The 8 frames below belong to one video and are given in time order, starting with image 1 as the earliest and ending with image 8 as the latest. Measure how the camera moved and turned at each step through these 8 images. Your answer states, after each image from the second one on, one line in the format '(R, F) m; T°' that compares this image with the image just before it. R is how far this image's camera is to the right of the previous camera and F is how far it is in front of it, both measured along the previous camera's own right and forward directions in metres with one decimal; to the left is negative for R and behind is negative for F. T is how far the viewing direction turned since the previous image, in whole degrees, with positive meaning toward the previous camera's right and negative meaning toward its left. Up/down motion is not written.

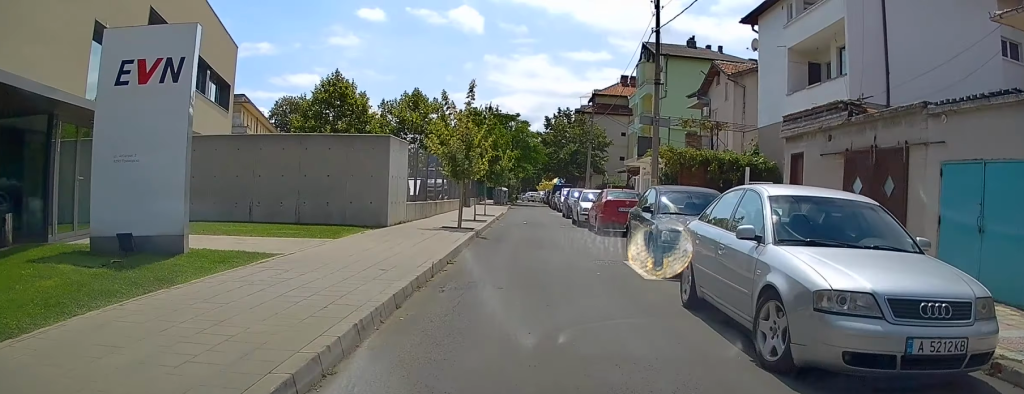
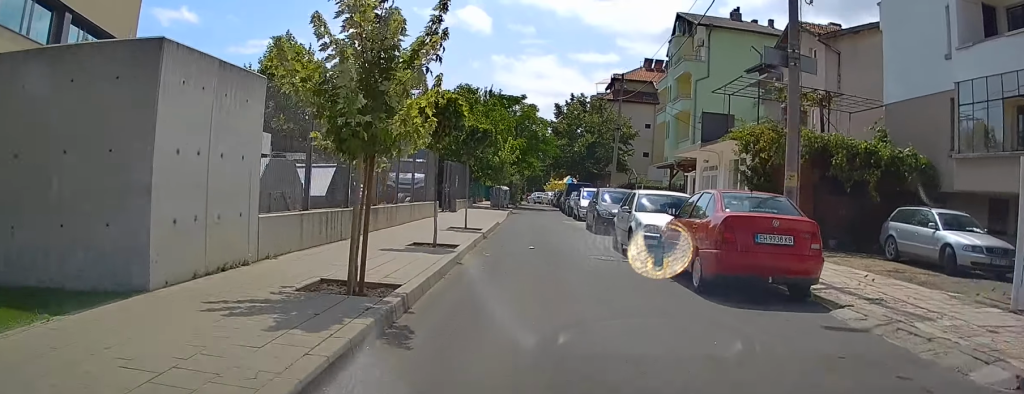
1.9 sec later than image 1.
(0.0, +11.9) m; 0°
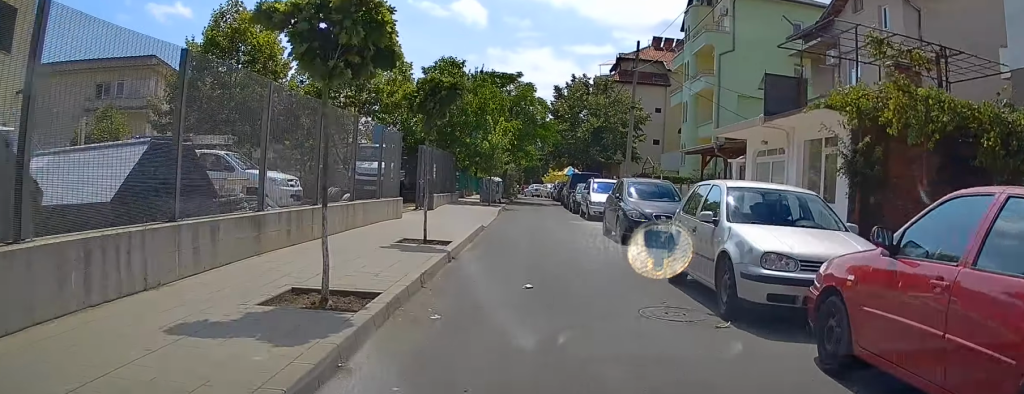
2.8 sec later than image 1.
(0.0, +6.8) m; -1°
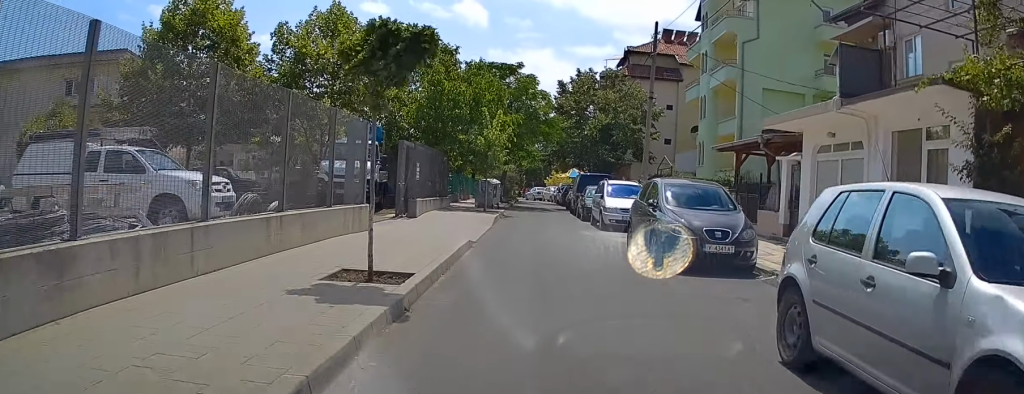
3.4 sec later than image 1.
(0.0, +4.4) m; -1°
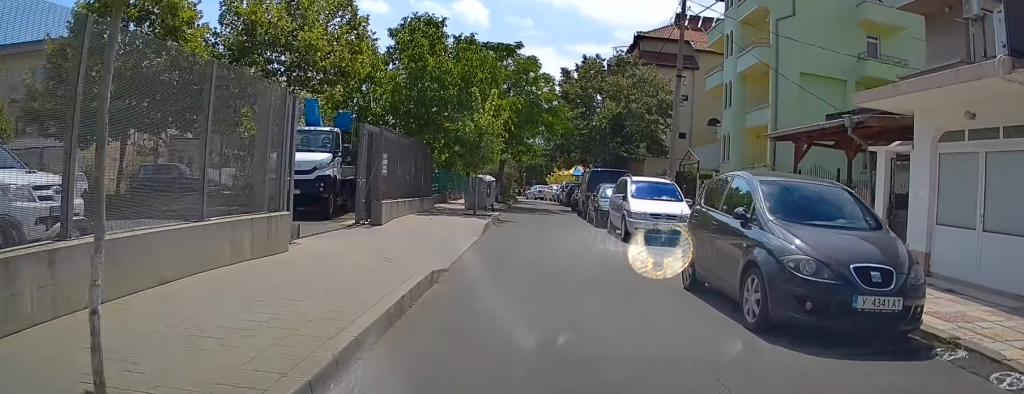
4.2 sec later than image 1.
(0.0, +5.3) m; 0°
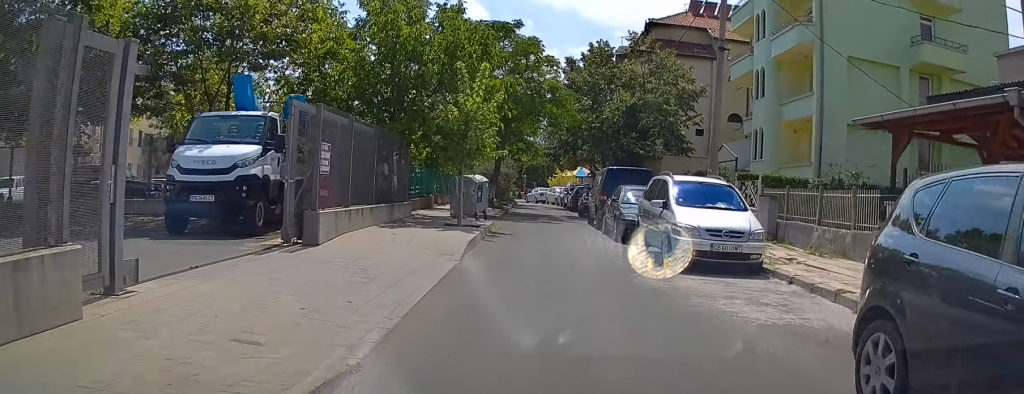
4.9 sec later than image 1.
(0.0, +5.2) m; +1°
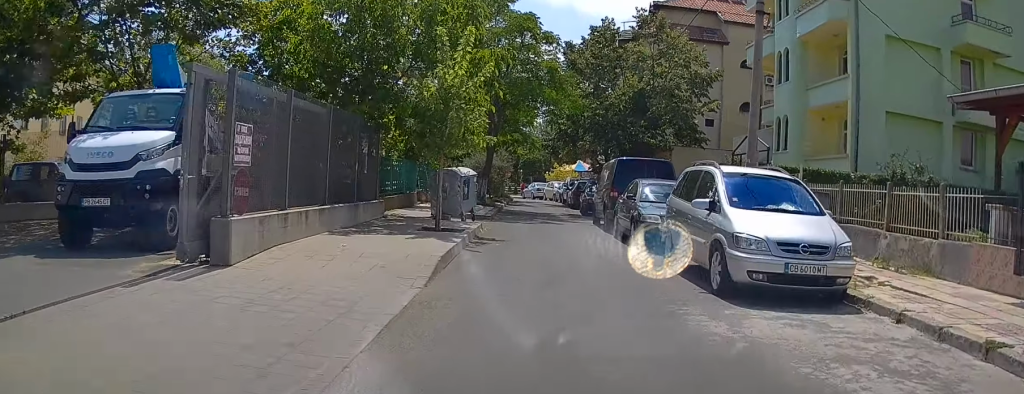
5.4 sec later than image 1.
(+0.1, +3.5) m; +1°
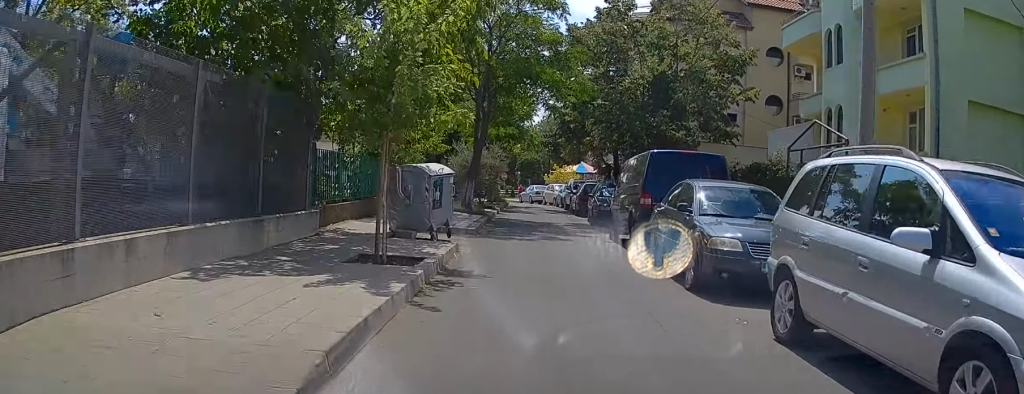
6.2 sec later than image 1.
(0.0, +5.2) m; 0°
